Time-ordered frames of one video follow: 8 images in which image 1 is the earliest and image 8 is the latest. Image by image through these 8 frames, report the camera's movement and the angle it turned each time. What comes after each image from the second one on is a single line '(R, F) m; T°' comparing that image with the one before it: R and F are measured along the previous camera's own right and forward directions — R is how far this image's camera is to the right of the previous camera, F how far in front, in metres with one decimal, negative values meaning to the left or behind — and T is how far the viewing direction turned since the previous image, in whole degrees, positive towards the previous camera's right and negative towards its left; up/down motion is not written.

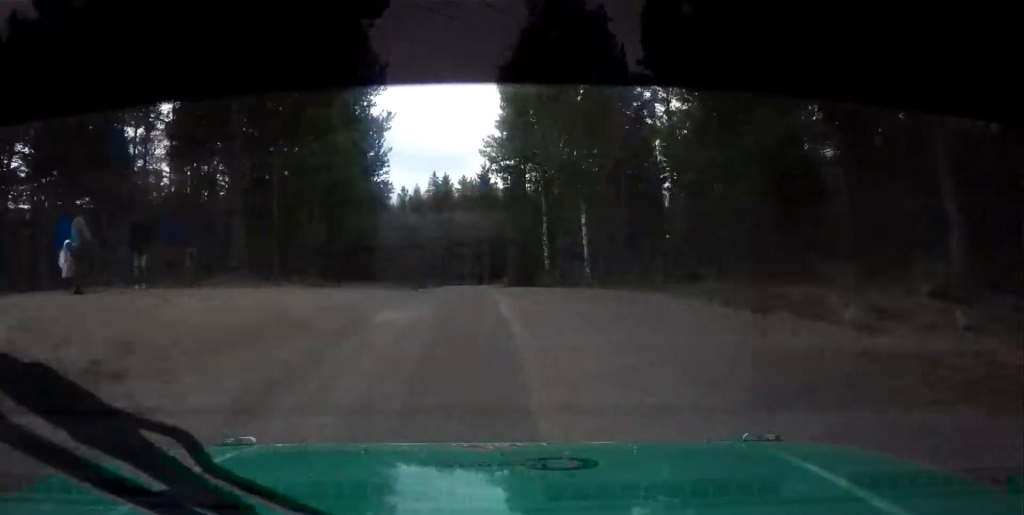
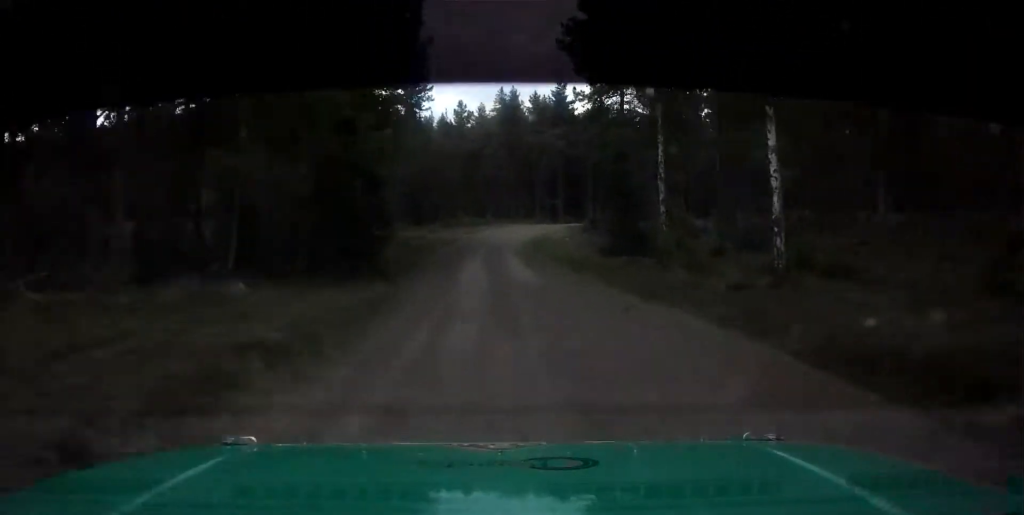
(-0.4, +22.8) m; -3°
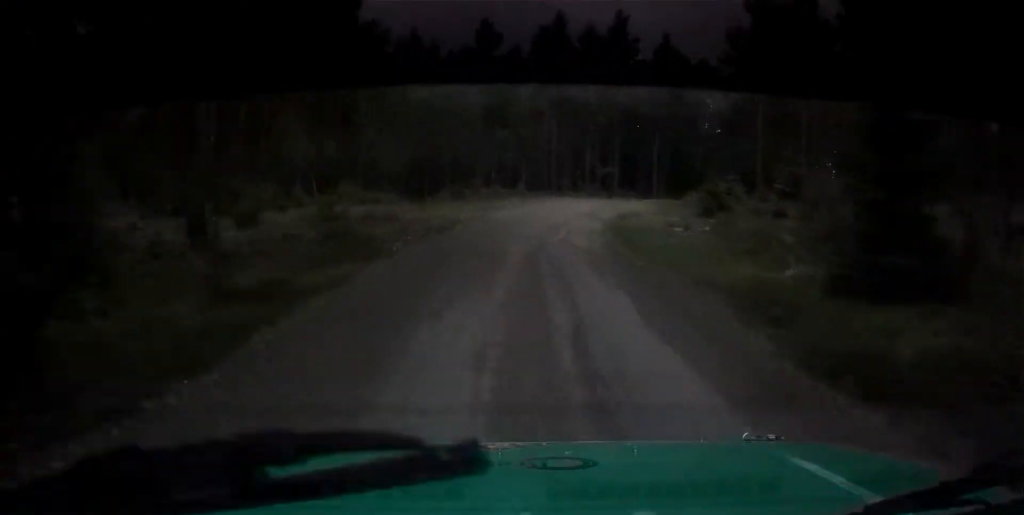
(-1.1, +28.9) m; +2°
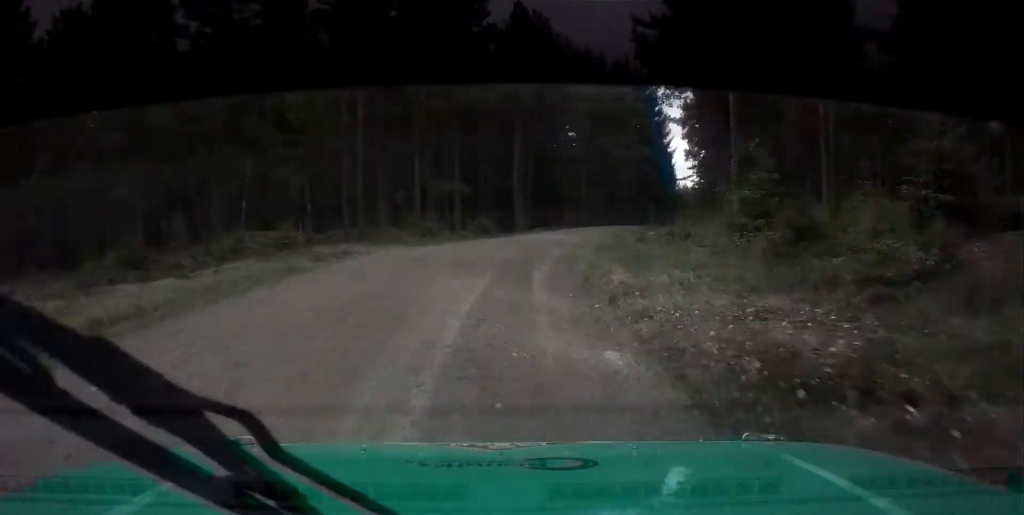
(+2.1, +29.3) m; +10°
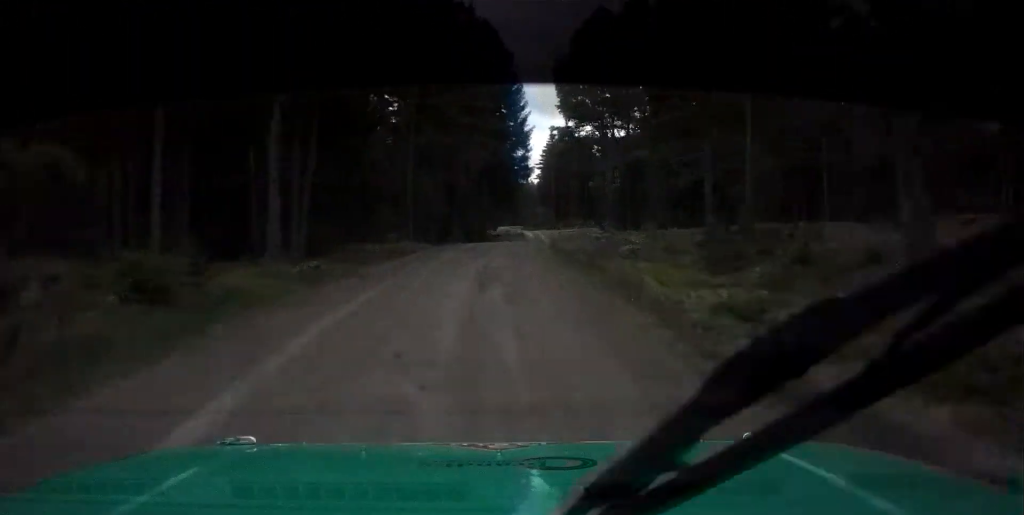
(+2.9, +30.2) m; +9°
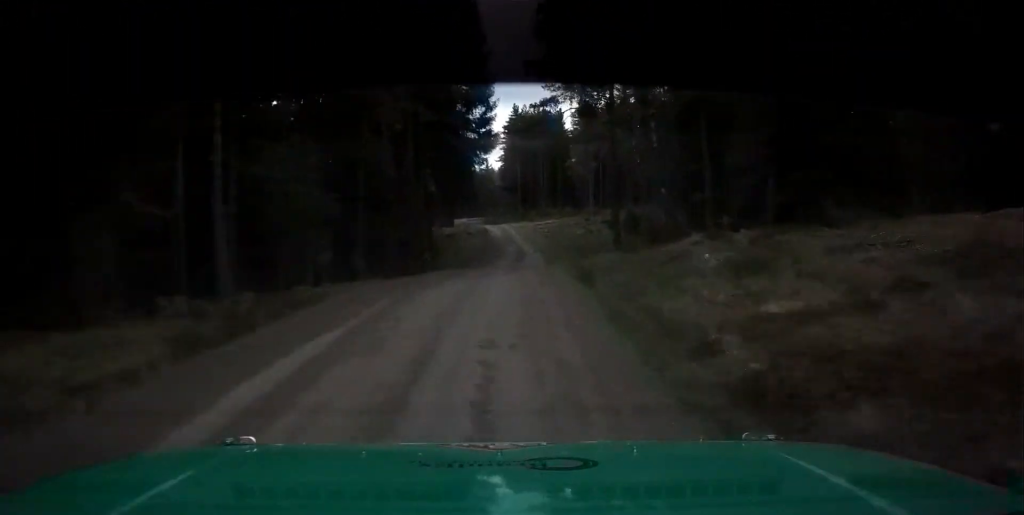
(+1.8, +28.1) m; +4°
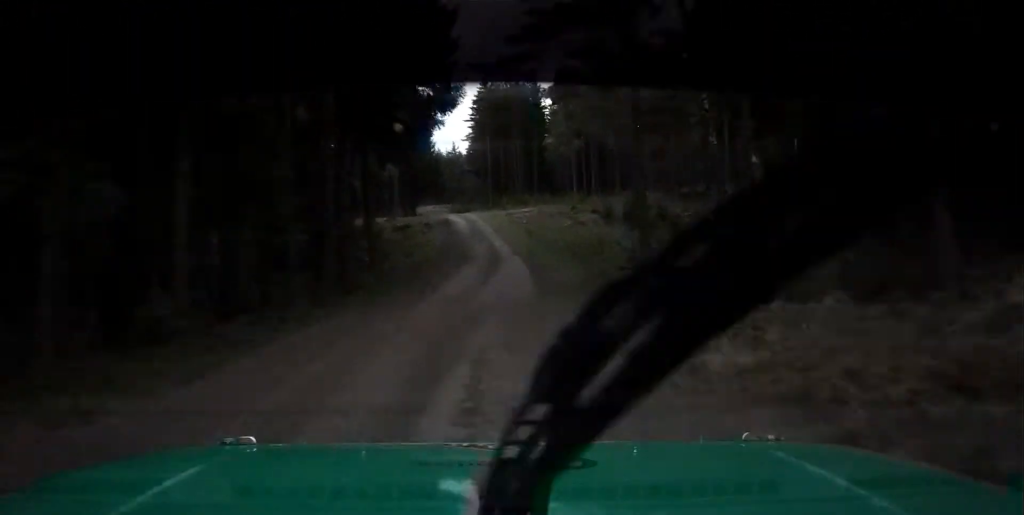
(0.0, +16.6) m; 0°
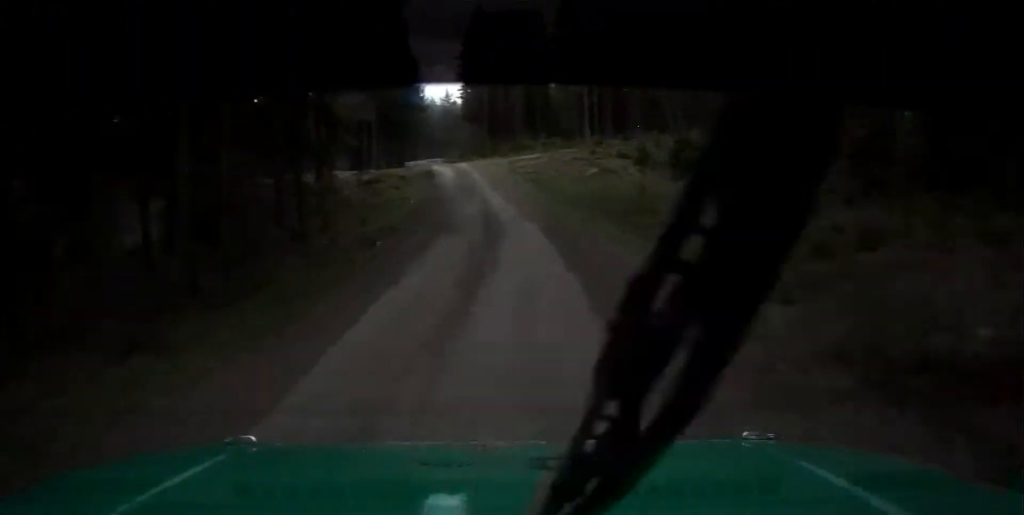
(0.0, +14.5) m; 0°
